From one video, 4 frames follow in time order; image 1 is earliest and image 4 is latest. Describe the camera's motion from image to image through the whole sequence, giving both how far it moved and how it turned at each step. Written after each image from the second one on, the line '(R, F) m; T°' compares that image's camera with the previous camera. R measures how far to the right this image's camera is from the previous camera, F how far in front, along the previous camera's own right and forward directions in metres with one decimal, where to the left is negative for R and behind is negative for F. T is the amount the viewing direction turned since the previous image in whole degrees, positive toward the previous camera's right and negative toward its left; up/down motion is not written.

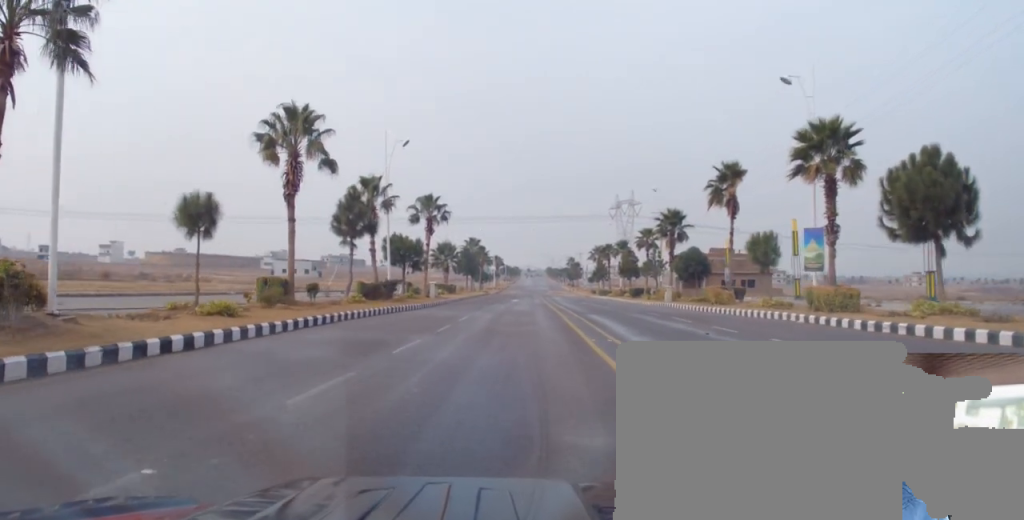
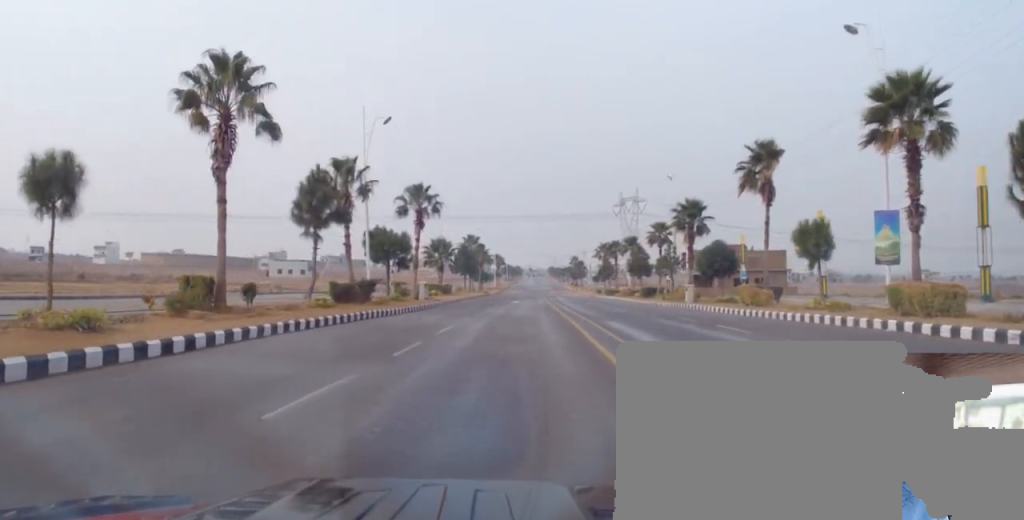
(0.0, +6.7) m; 0°
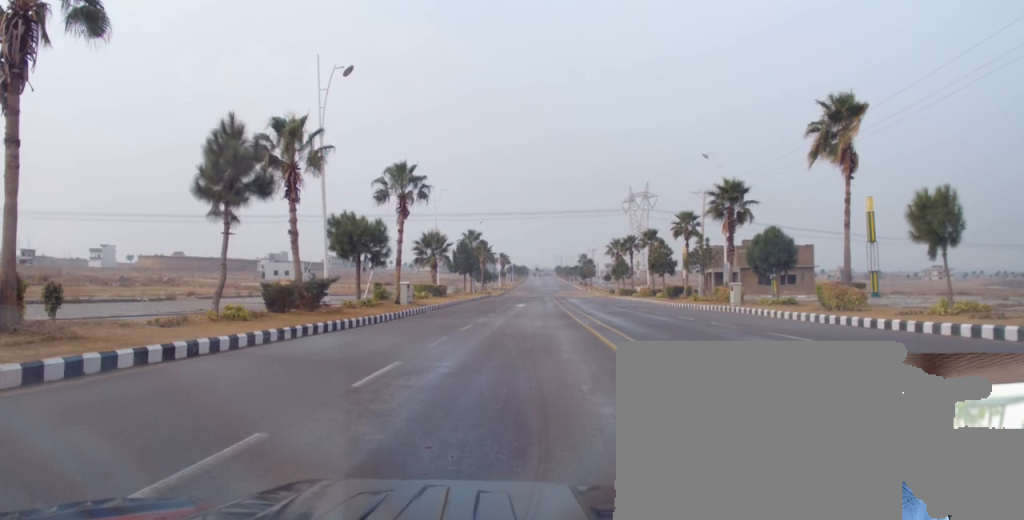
(+0.1, +9.6) m; 0°
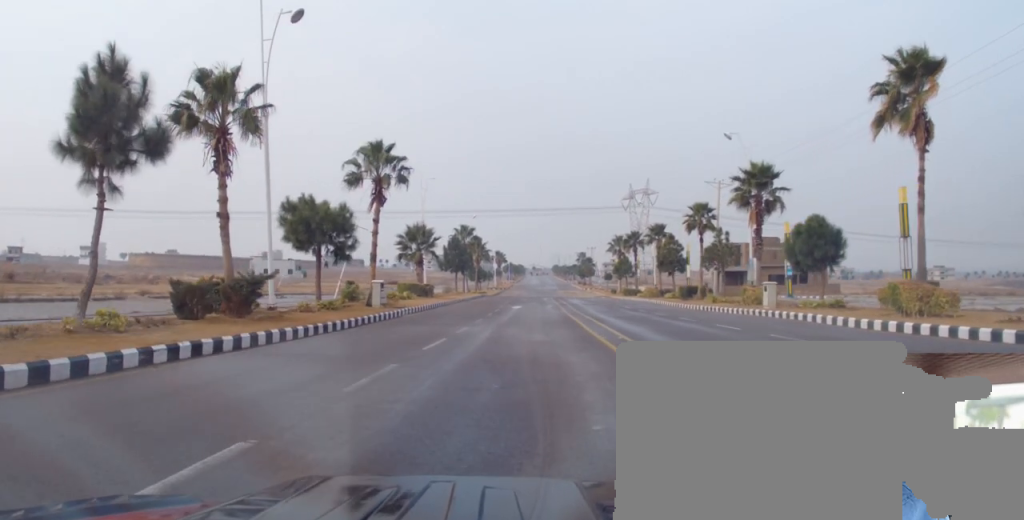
(-0.1, +6.3) m; -1°
